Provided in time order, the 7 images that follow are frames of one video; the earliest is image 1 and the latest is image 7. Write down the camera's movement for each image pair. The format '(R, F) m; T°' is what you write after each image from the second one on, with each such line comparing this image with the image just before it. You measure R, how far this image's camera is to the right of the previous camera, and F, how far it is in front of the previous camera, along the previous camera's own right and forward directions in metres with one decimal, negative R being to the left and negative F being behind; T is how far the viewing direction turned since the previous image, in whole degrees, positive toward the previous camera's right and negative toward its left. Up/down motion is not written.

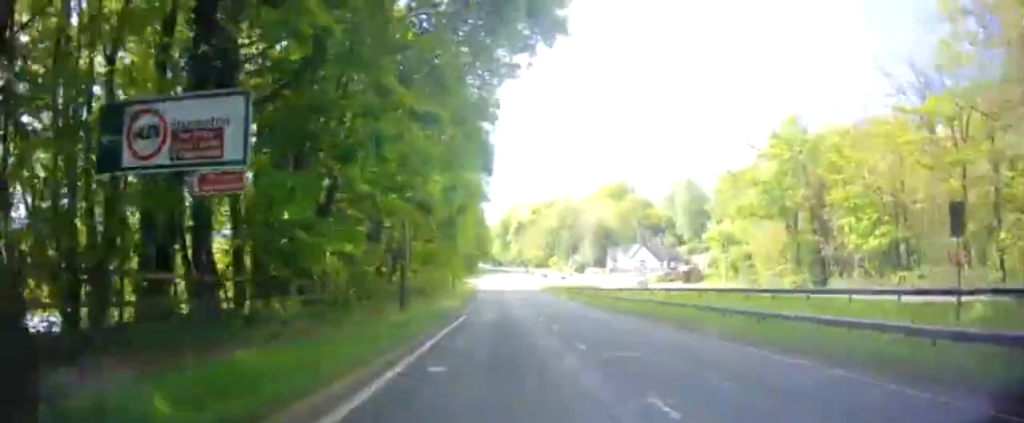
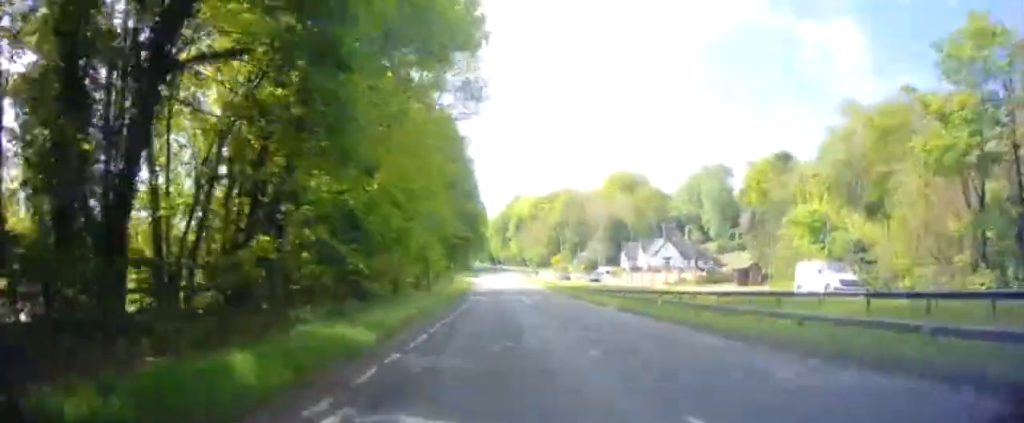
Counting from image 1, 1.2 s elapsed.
(0.0, +19.0) m; 0°
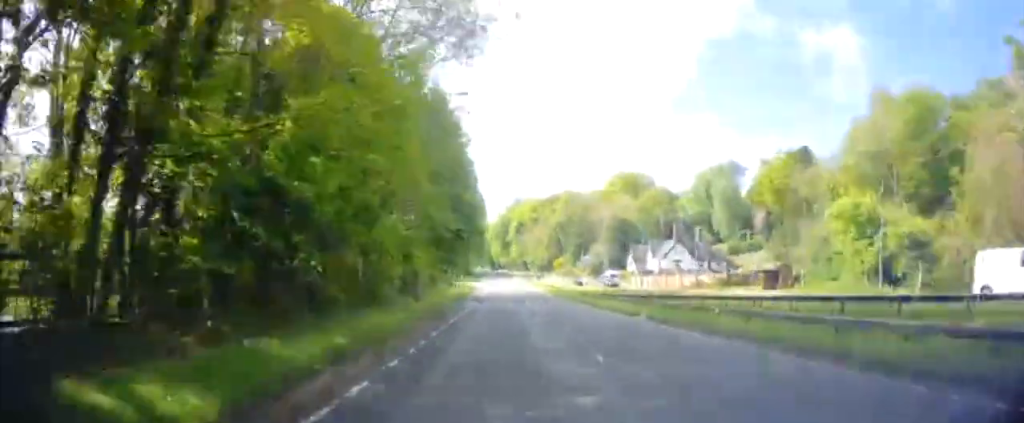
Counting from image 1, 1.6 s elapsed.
(0.0, +6.4) m; 0°
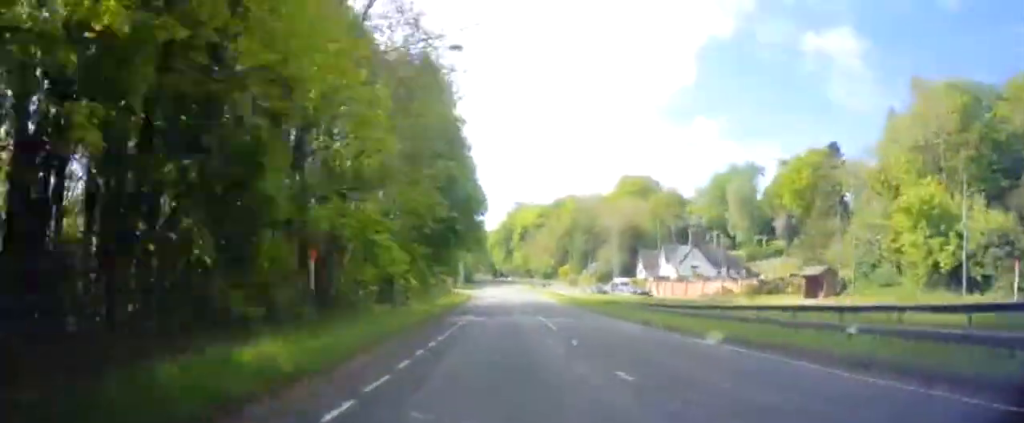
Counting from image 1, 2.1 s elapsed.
(0.0, +7.5) m; 0°
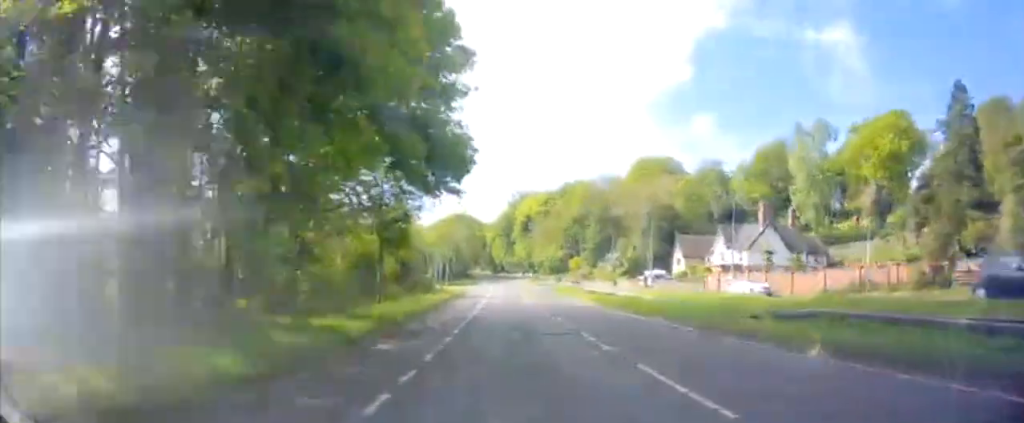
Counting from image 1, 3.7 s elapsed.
(0.0, +25.9) m; 0°
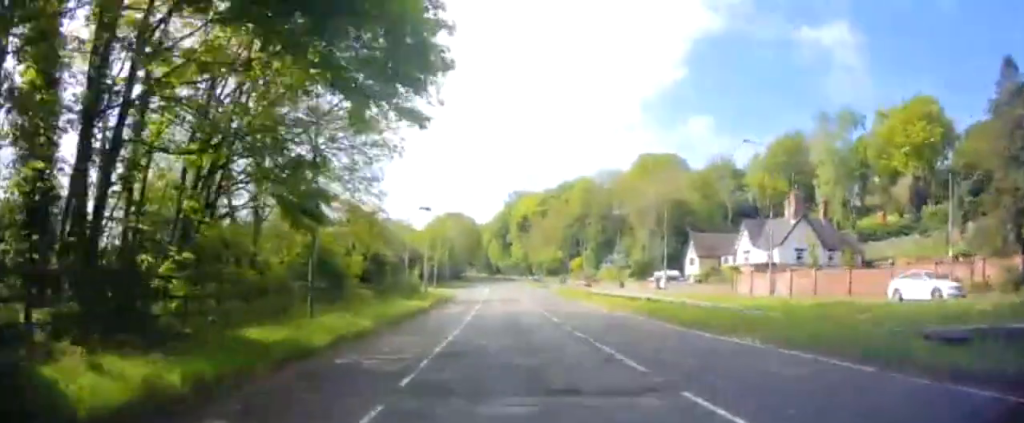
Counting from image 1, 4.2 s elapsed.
(0.0, +8.5) m; 0°
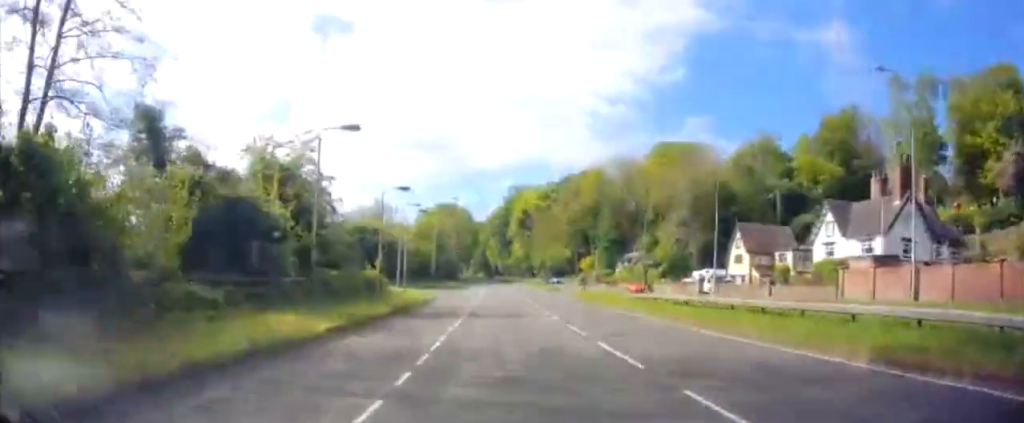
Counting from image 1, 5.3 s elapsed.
(0.0, +17.8) m; -1°
